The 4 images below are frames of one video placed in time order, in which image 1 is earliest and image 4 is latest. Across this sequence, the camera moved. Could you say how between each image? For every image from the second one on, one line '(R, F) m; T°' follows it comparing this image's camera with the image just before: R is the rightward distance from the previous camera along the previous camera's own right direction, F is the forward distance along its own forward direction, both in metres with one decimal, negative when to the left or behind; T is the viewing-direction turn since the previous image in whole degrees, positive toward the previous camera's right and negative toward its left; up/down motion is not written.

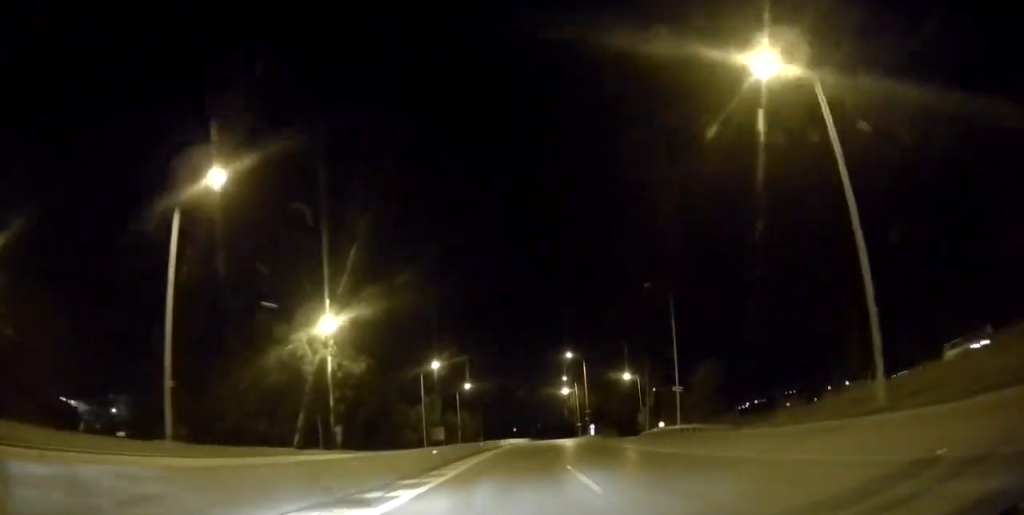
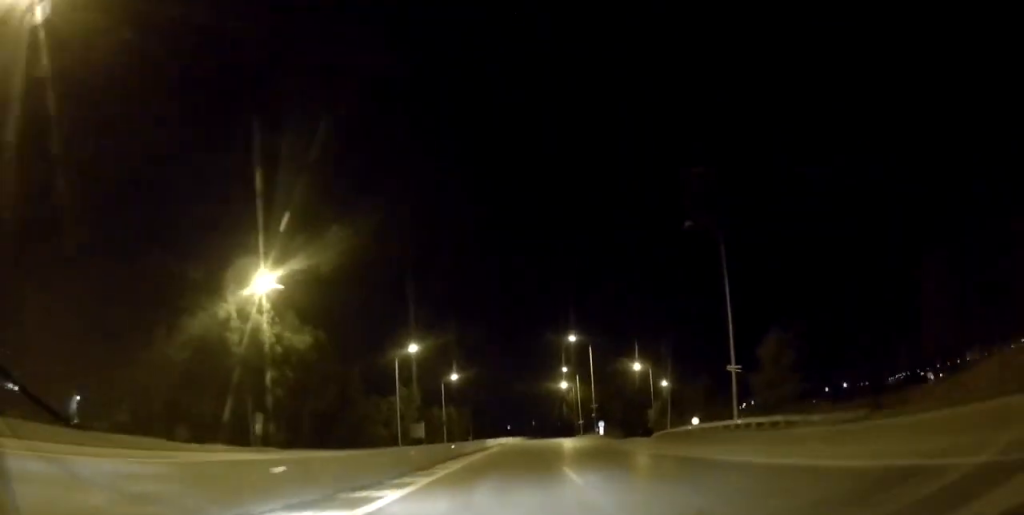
(0.0, +16.0) m; -1°
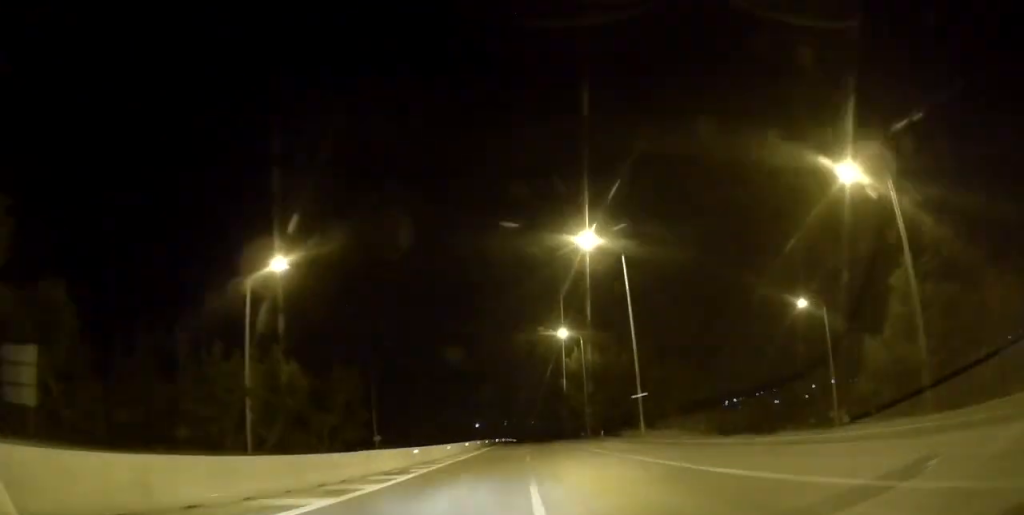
(-0.9, +78.0) m; +2°
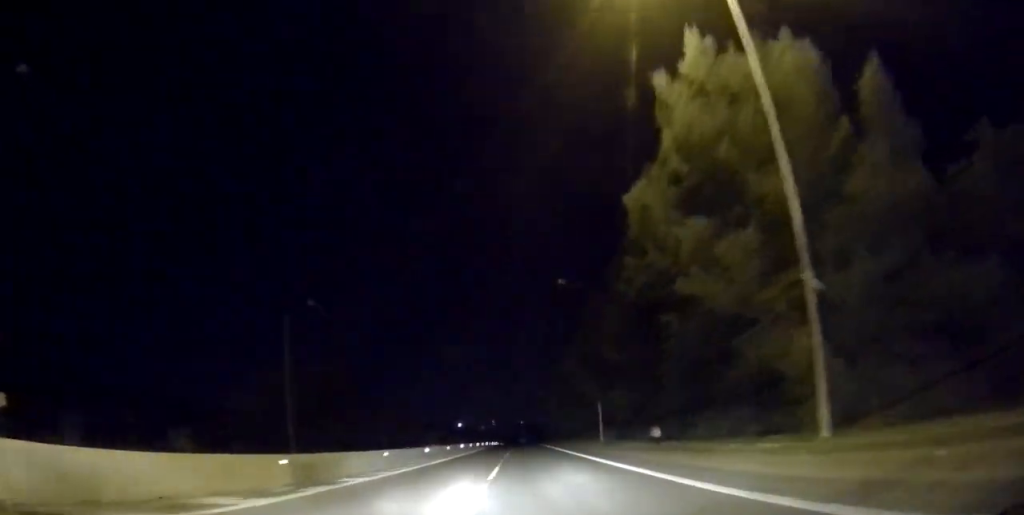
(+1.7, +61.6) m; +2°
